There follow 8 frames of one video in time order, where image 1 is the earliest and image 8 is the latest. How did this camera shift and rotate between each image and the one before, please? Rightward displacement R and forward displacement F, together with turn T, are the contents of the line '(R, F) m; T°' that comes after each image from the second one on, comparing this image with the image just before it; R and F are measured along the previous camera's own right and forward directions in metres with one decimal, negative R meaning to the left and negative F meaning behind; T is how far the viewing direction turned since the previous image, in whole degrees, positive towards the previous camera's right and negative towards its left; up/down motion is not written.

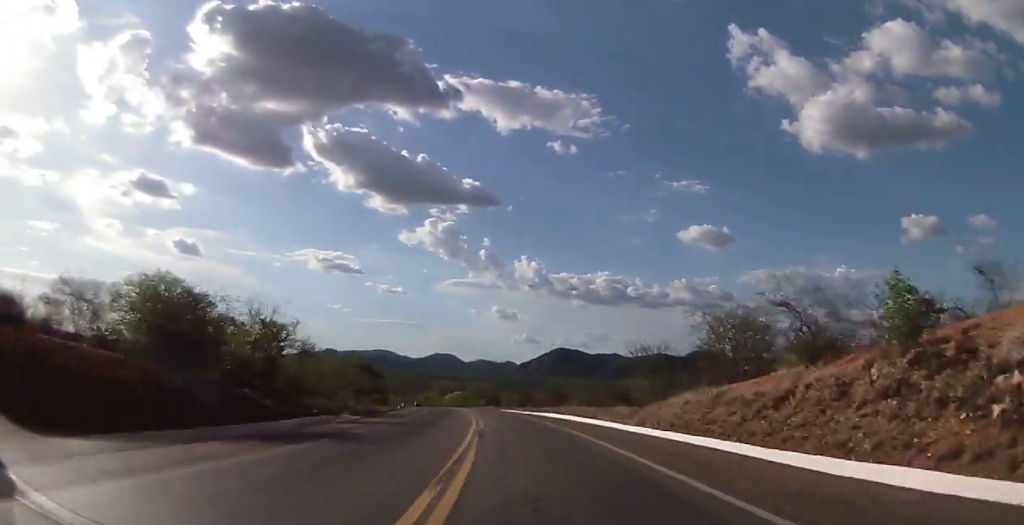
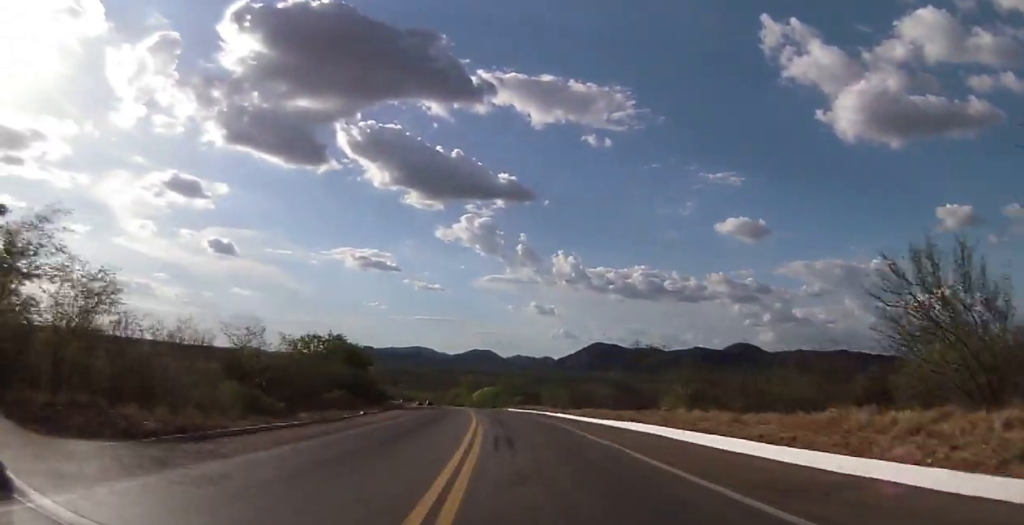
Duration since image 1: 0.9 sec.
(-0.7, +30.2) m; -3°
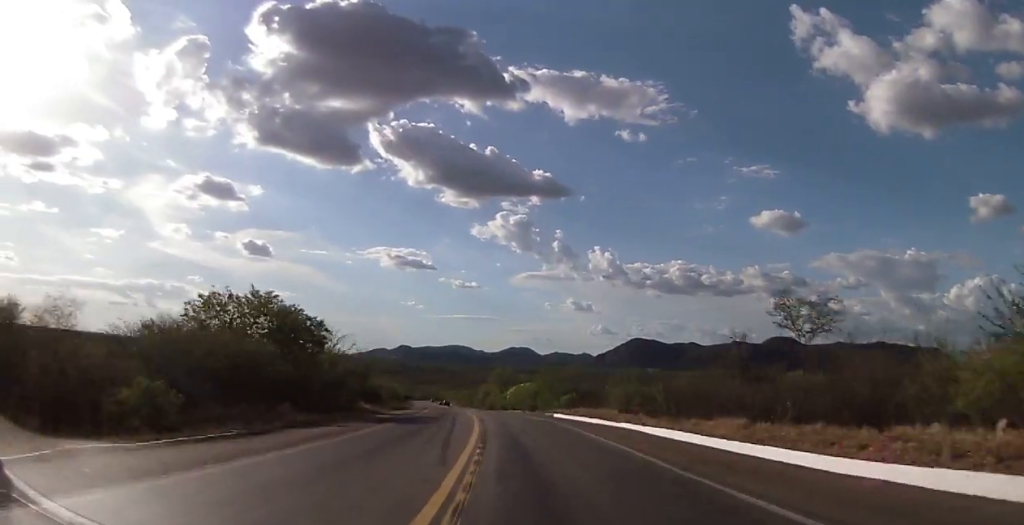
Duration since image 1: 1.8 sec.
(-0.7, +29.2) m; -3°
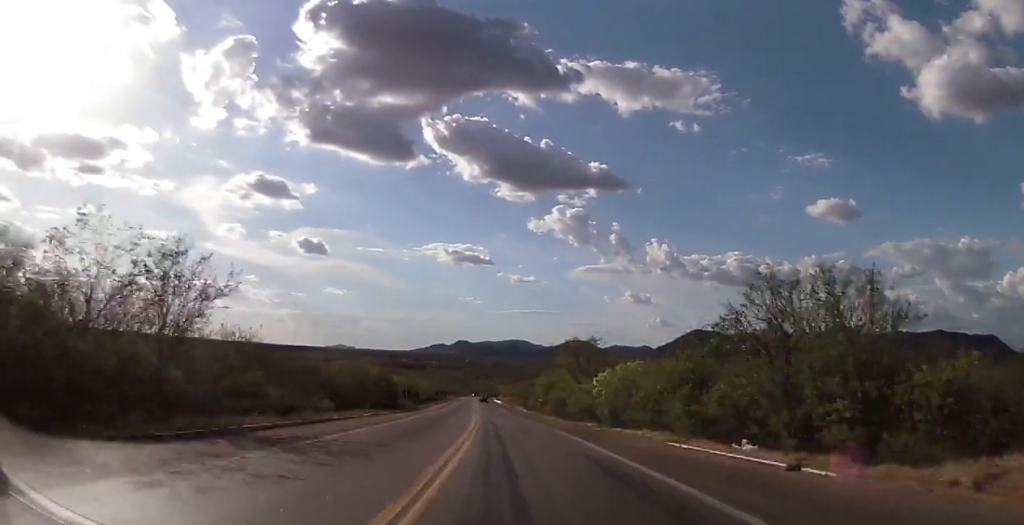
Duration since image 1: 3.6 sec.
(-3.4, +57.6) m; -6°
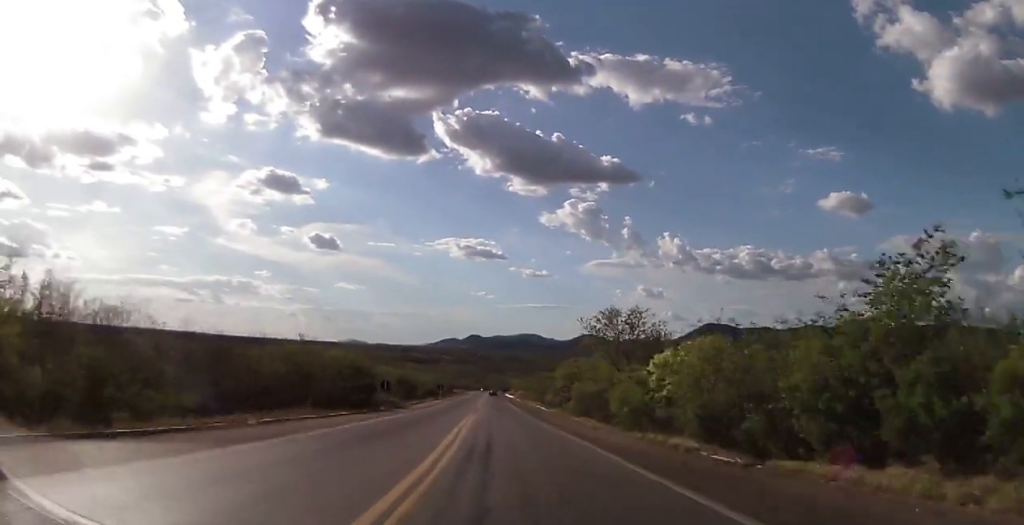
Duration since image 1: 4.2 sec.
(-0.1, +18.8) m; 0°
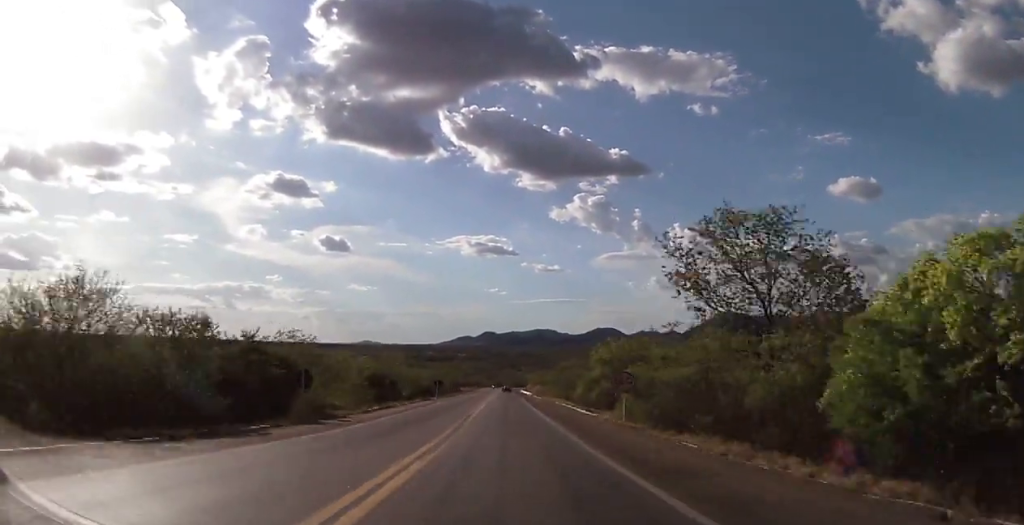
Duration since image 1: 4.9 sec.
(-0.1, +25.7) m; -1°
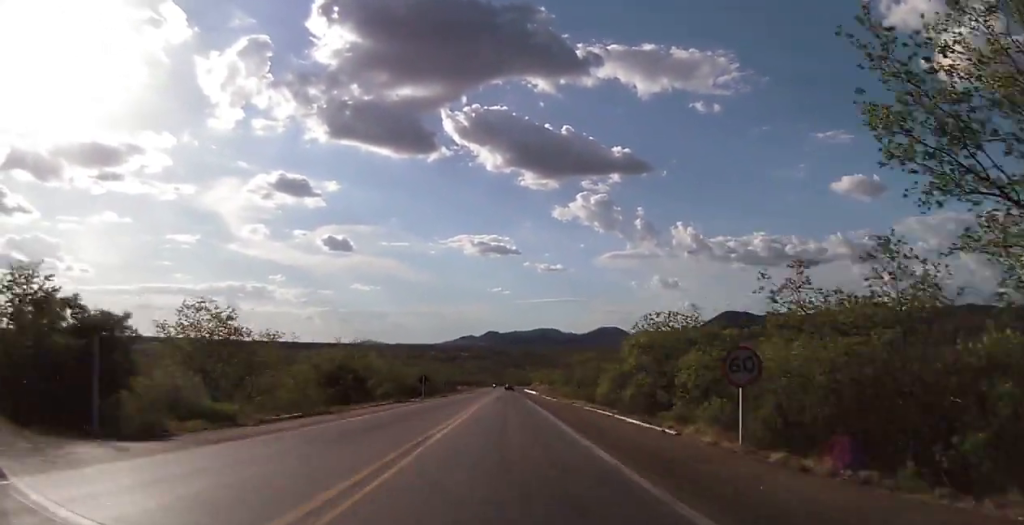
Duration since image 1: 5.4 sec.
(+0.2, +16.9) m; -1°
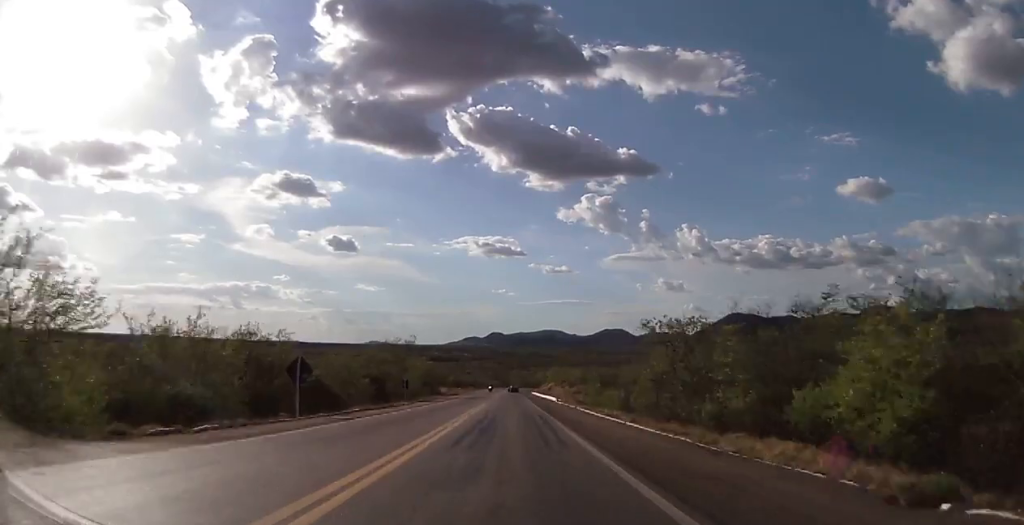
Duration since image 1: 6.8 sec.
(-1.4, +44.8) m; -2°
